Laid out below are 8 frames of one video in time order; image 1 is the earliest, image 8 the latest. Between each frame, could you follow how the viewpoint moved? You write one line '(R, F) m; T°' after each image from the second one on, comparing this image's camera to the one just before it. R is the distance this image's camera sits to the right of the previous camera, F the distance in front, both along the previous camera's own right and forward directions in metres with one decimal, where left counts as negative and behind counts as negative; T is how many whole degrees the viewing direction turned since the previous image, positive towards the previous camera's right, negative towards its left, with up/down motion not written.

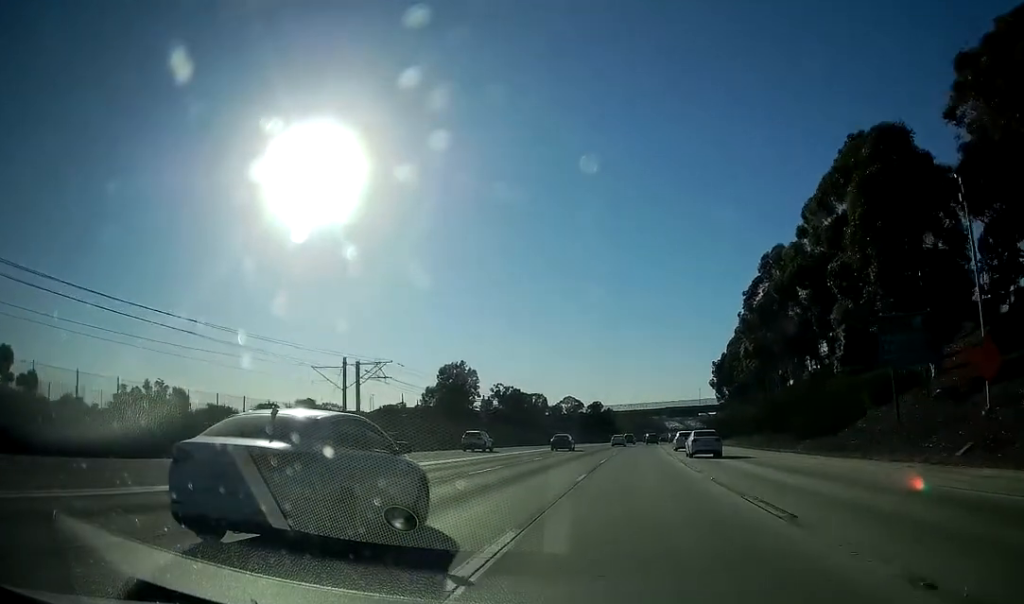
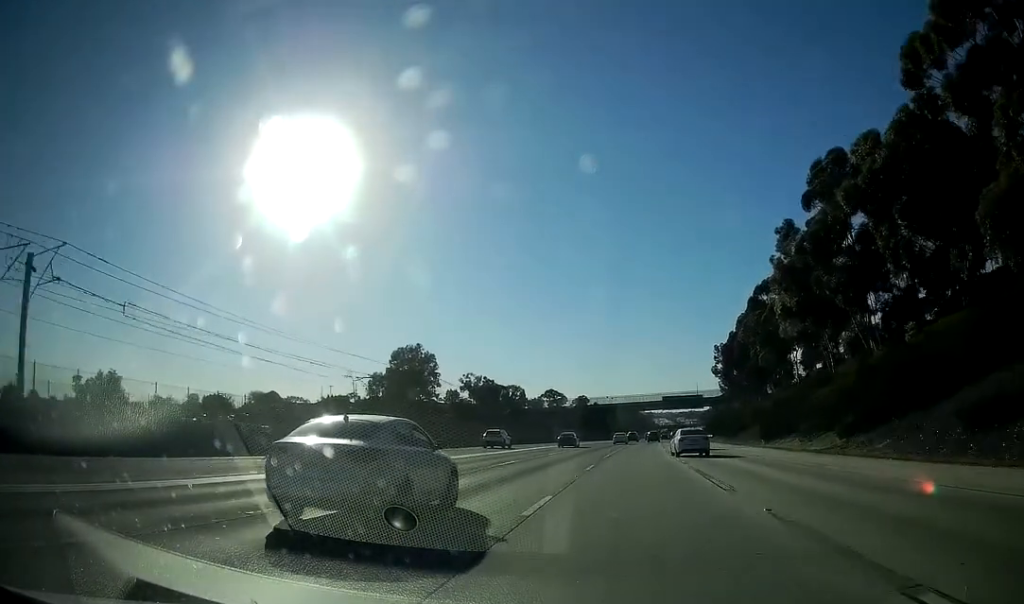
(+0.2, +38.7) m; +1°
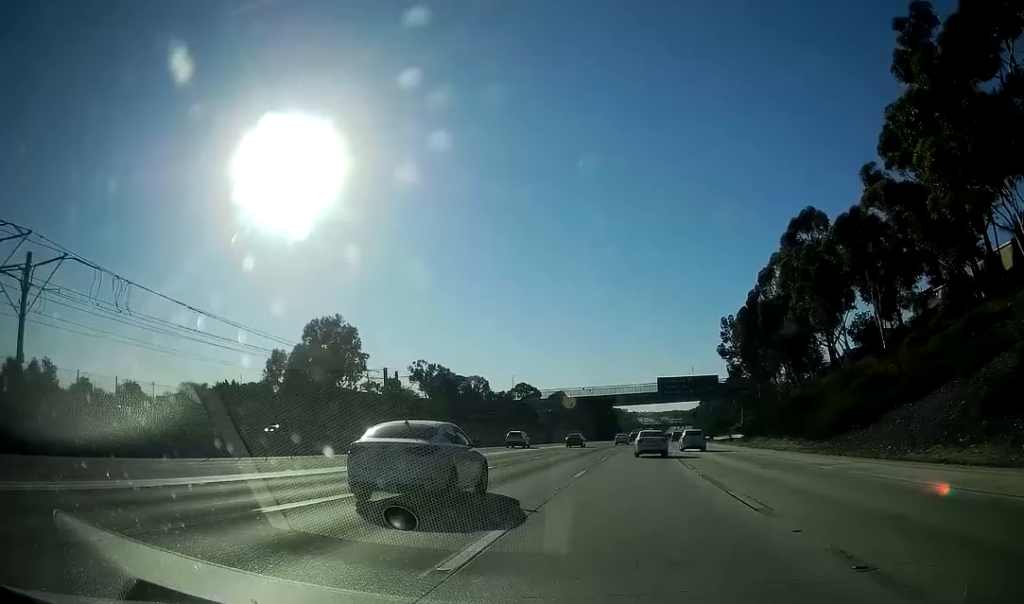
(+0.9, +47.3) m; +2°
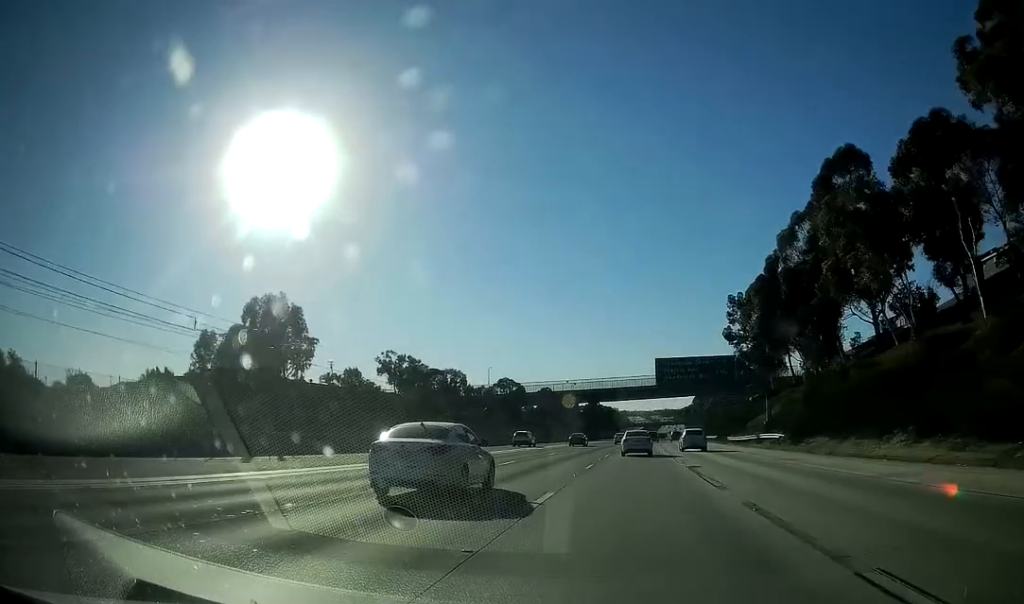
(+0.1, +23.9) m; 0°
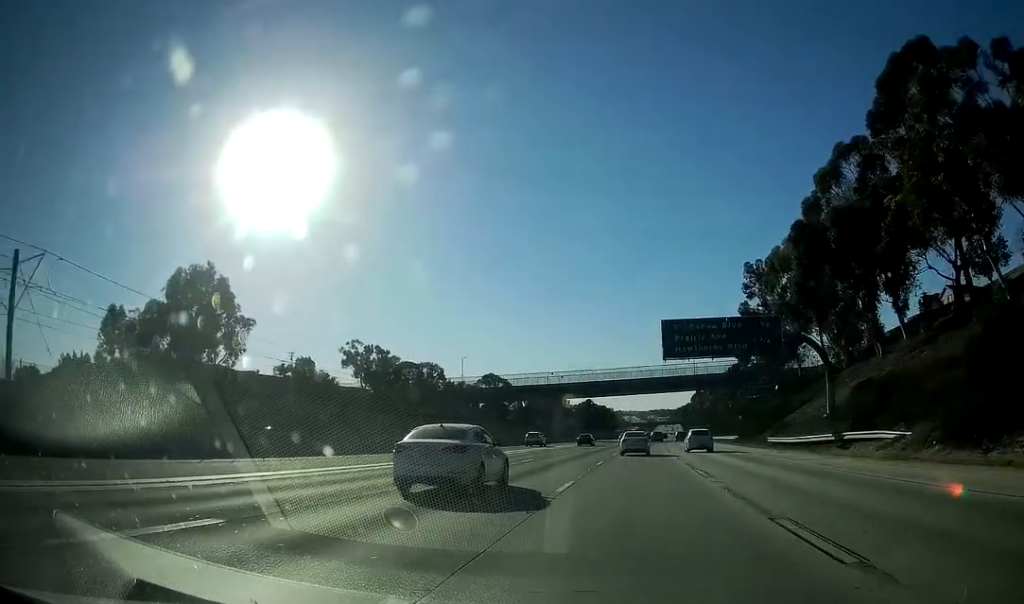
(0.0, +25.2) m; +1°
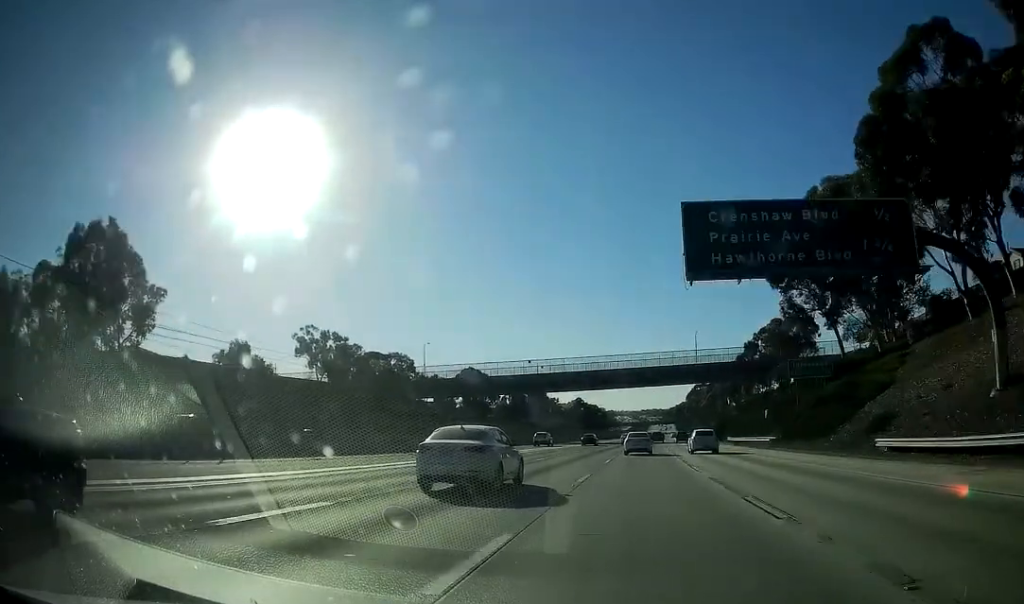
(+0.2, +25.6) m; +1°
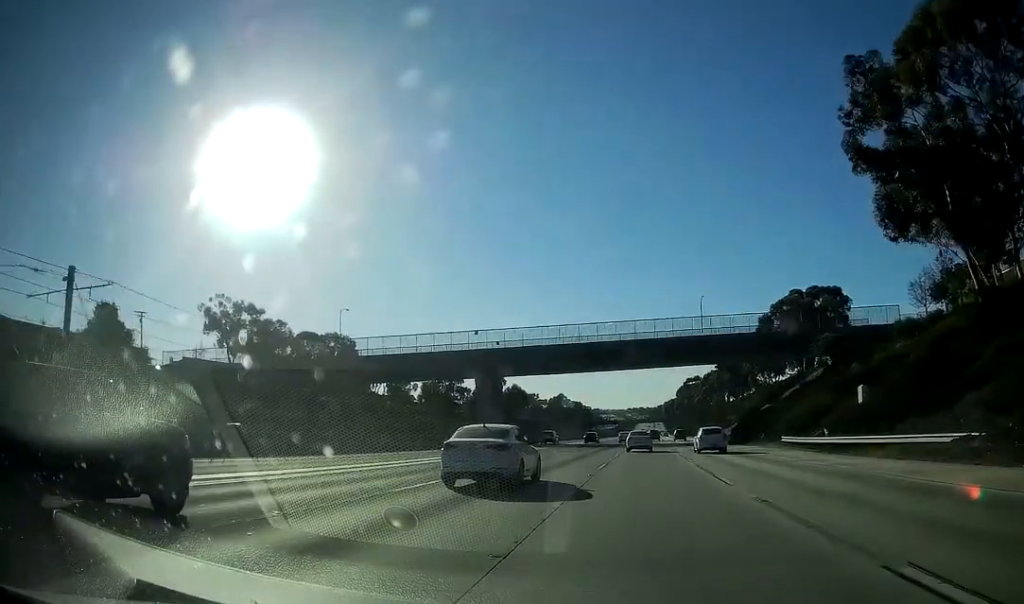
(+0.1, +37.1) m; +1°
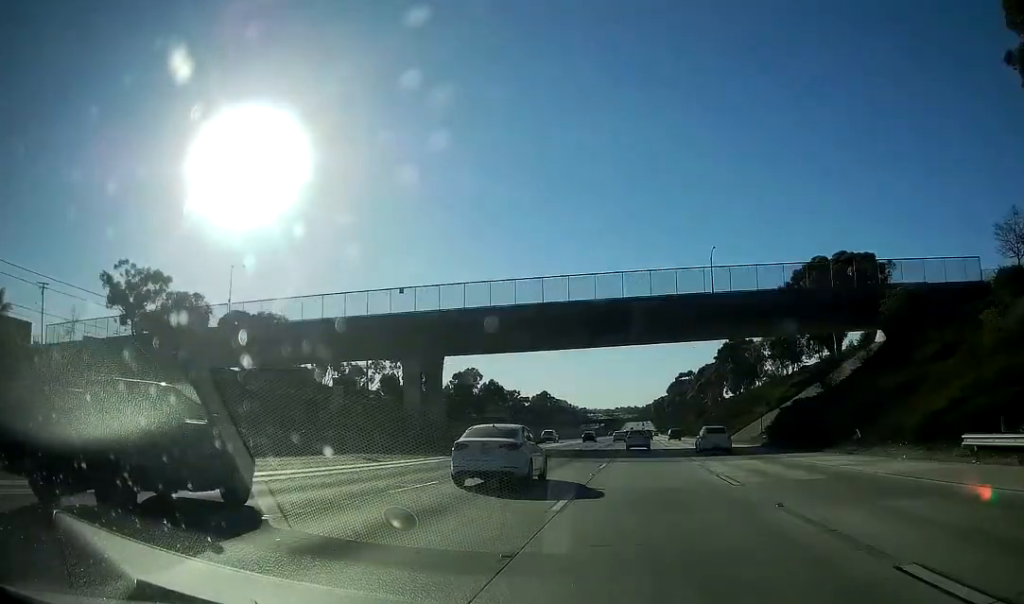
(+0.1, +29.5) m; +1°
